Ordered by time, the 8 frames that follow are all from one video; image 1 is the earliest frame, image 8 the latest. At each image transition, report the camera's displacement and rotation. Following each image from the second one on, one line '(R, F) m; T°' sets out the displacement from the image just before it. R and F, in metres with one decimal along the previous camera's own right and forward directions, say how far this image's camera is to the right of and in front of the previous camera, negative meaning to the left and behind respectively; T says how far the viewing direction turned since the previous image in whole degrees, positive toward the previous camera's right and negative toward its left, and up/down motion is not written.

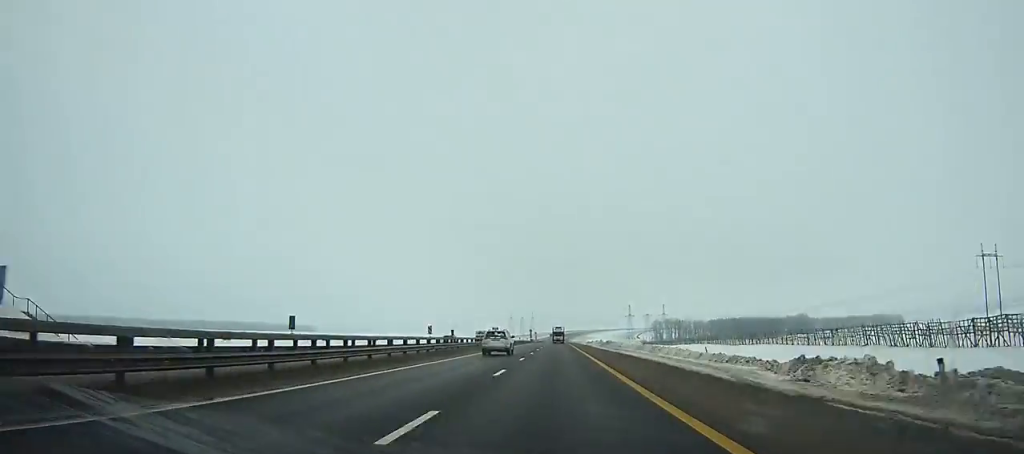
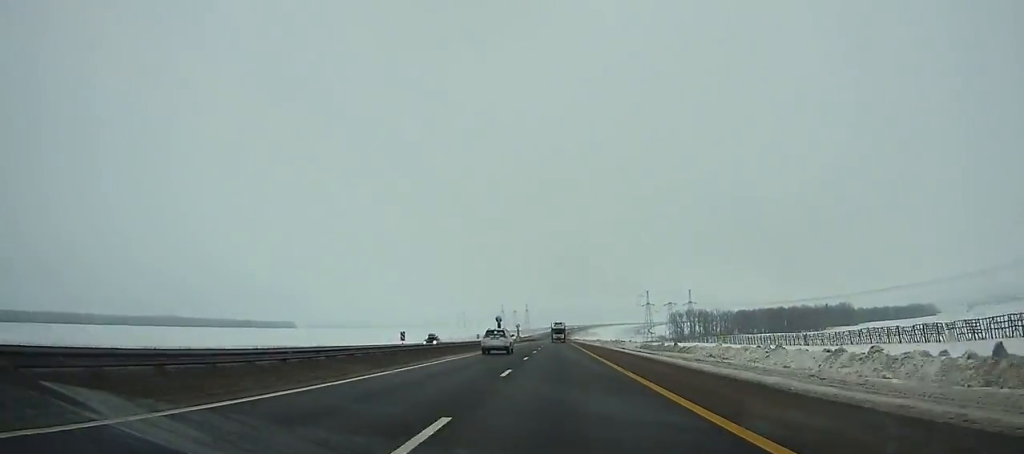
(-0.7, +94.4) m; 0°
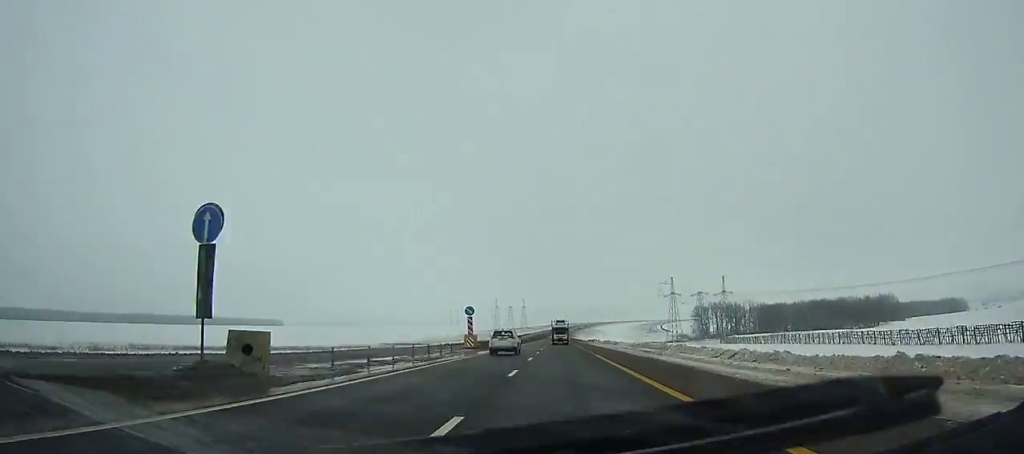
(+0.1, +71.8) m; 0°
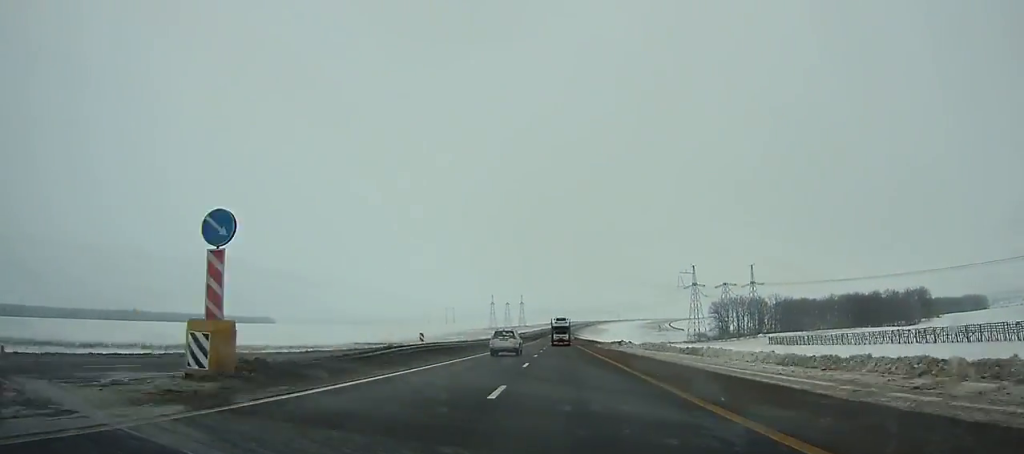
(+0.1, +40.2) m; 0°
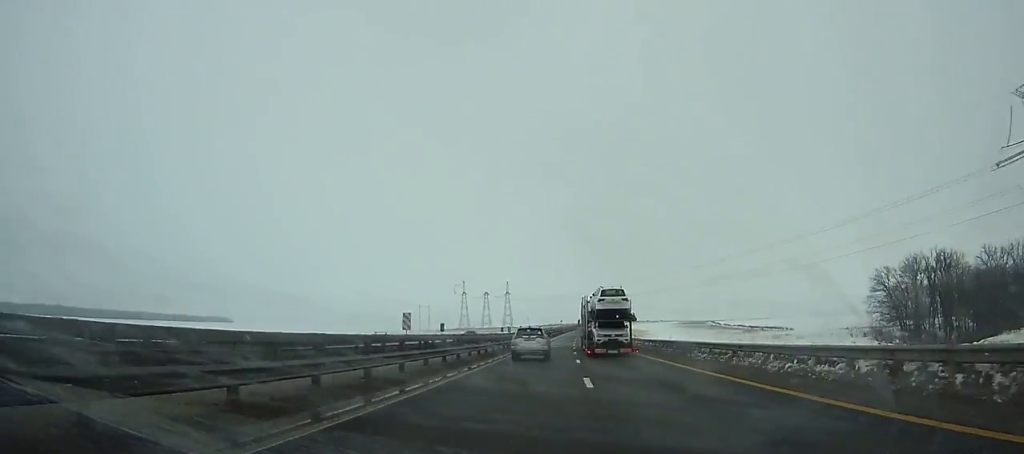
(-0.3, +171.8) m; +1°
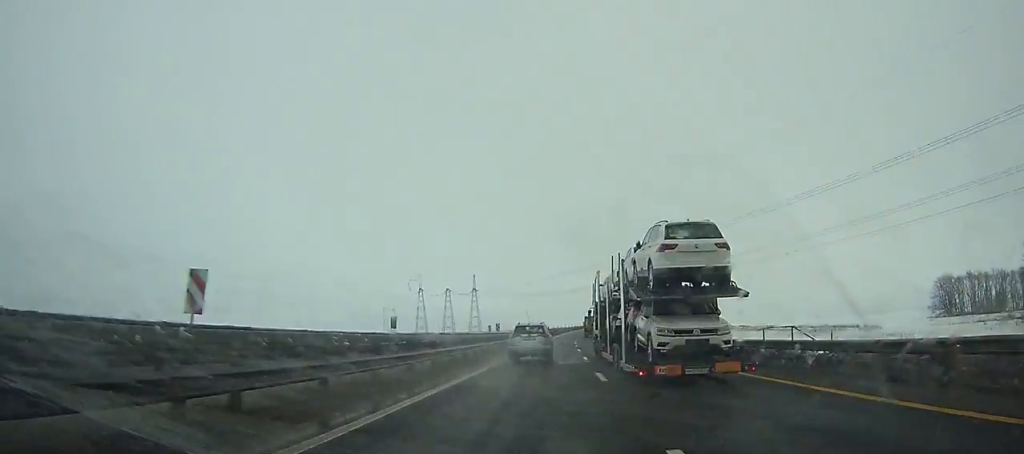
(+1.0, +67.6) m; +2°
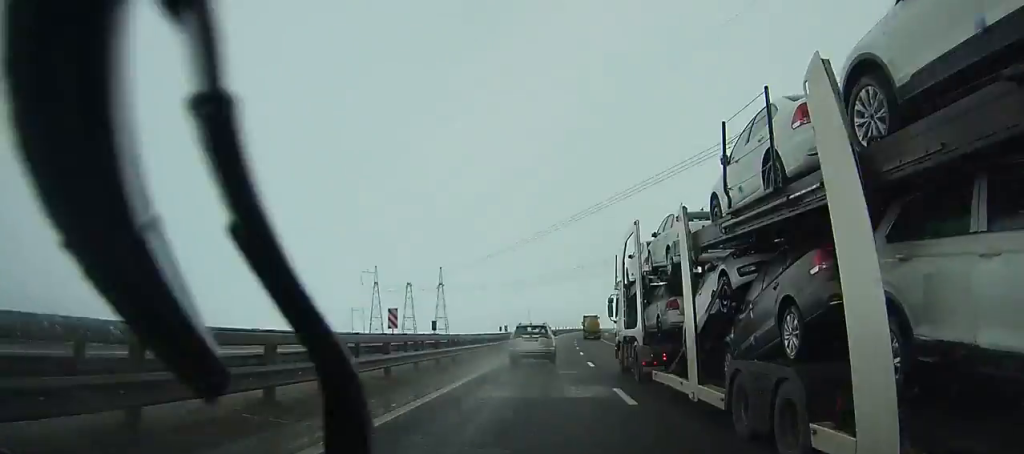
(+1.1, +52.6) m; +2°
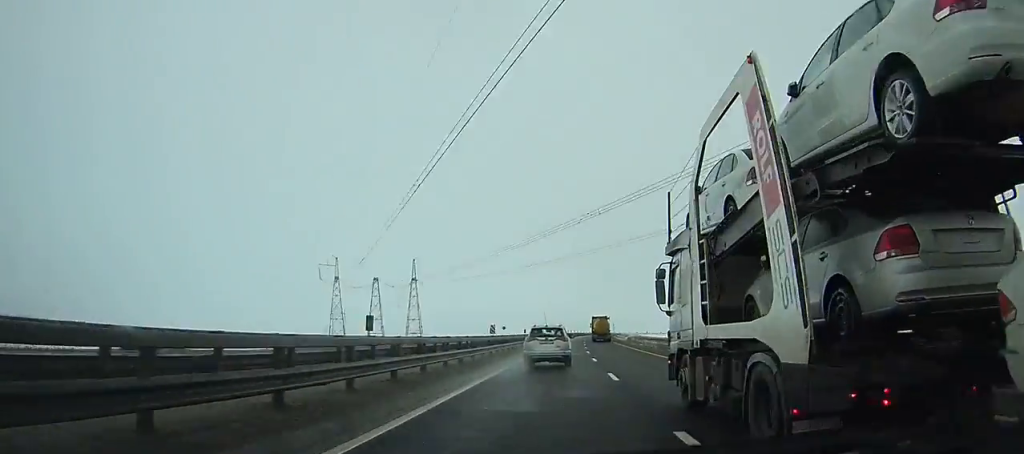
(+0.2, +41.3) m; +1°
